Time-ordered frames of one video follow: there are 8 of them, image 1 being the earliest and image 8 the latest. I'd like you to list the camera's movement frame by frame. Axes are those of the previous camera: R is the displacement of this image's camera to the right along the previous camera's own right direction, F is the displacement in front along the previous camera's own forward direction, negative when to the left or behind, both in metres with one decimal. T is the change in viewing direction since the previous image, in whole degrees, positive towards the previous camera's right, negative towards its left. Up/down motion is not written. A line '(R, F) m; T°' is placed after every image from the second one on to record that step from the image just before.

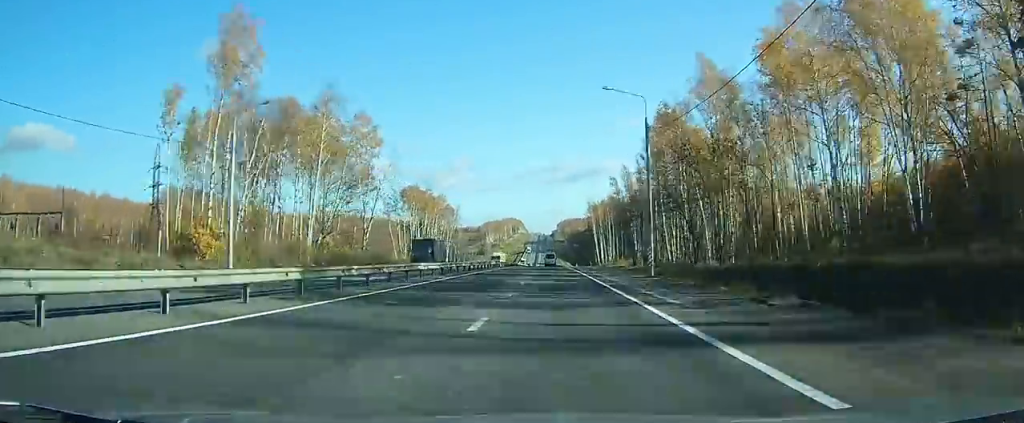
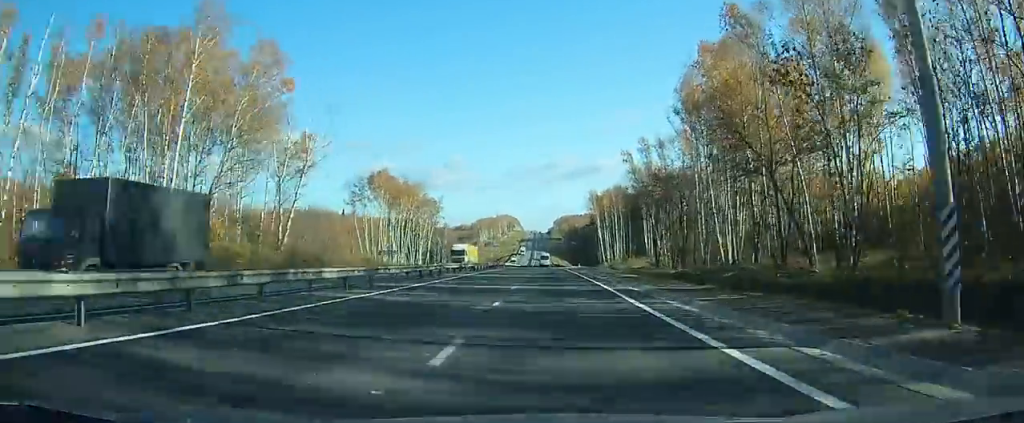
(+0.1, +25.6) m; 0°
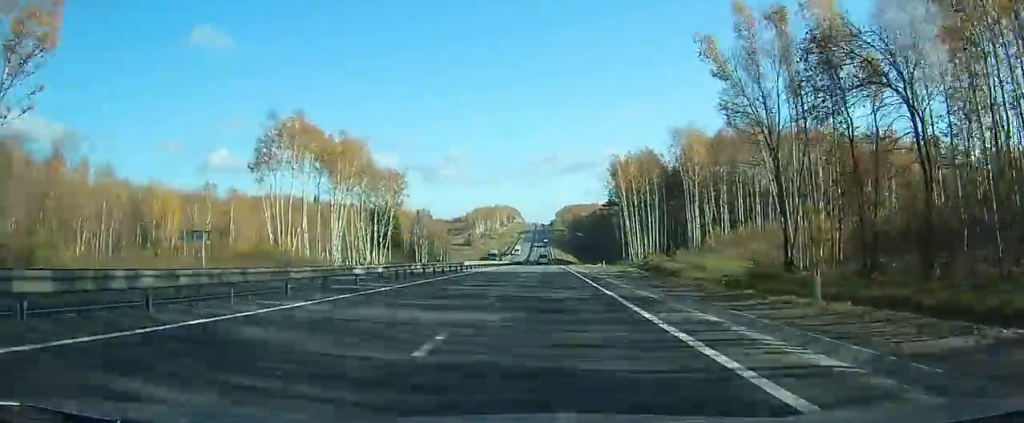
(-0.3, +42.8) m; -1°
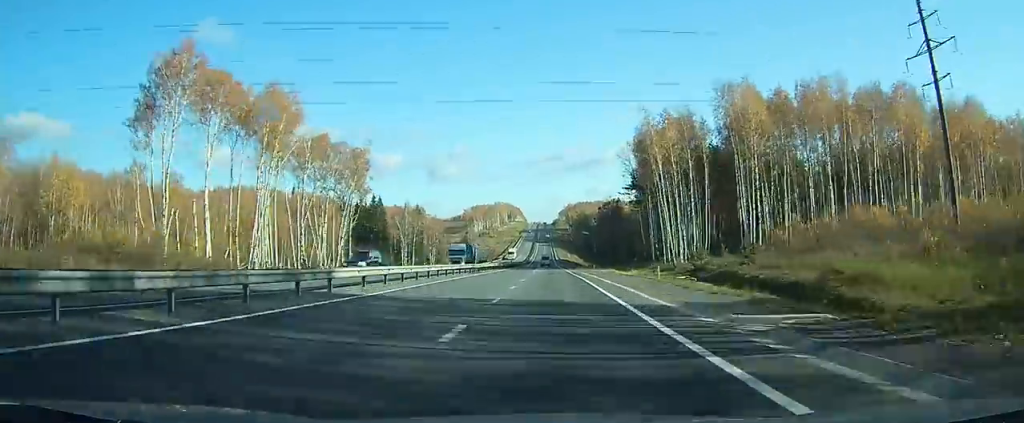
(-0.1, +26.8) m; 0°
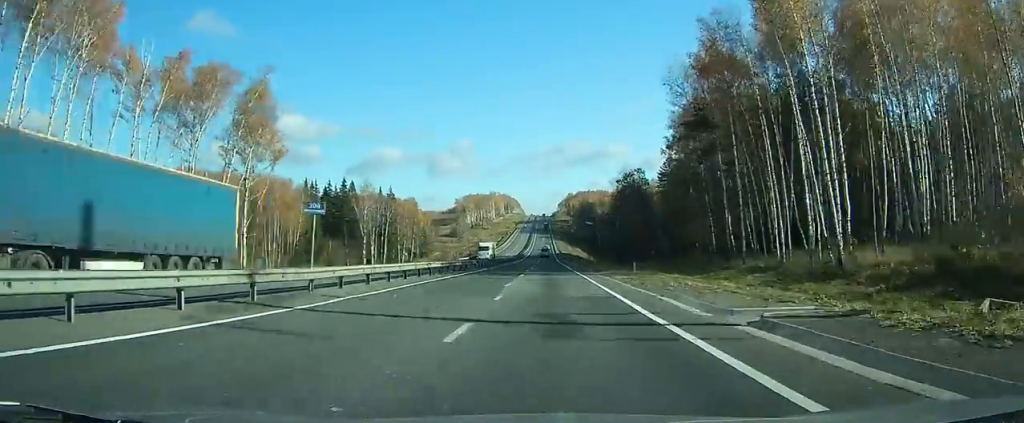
(0.0, +36.5) m; 0°
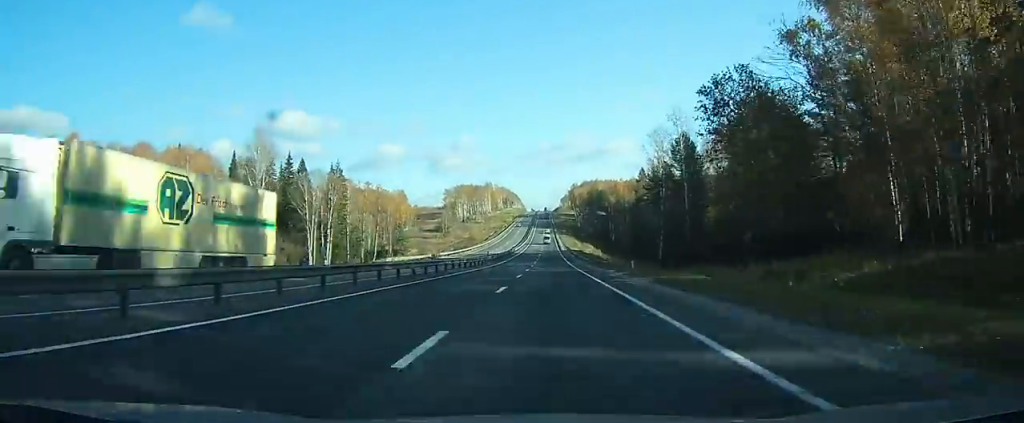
(0.0, +54.9) m; 0°
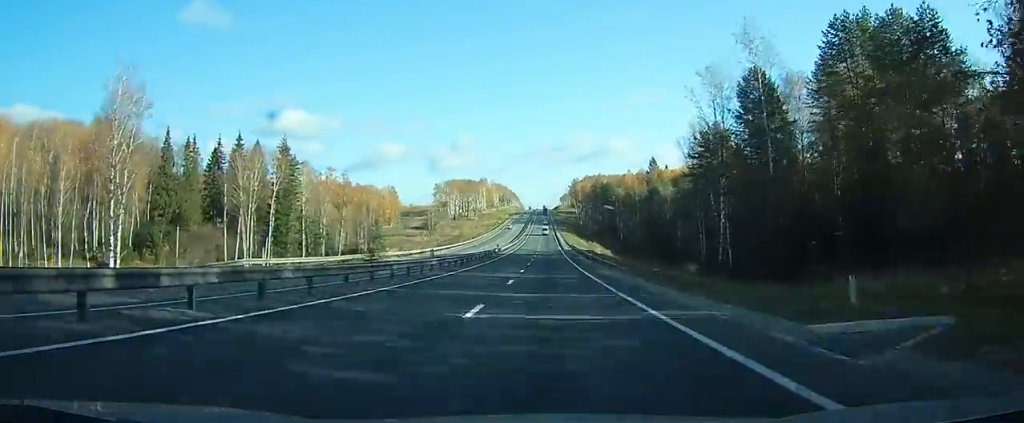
(+0.1, +33.4) m; 0°
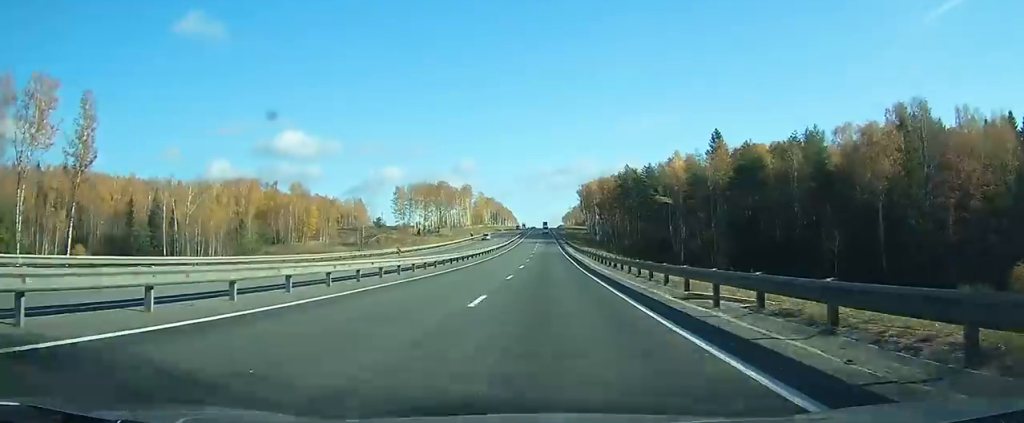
(-0.1, +95.5) m; -1°
